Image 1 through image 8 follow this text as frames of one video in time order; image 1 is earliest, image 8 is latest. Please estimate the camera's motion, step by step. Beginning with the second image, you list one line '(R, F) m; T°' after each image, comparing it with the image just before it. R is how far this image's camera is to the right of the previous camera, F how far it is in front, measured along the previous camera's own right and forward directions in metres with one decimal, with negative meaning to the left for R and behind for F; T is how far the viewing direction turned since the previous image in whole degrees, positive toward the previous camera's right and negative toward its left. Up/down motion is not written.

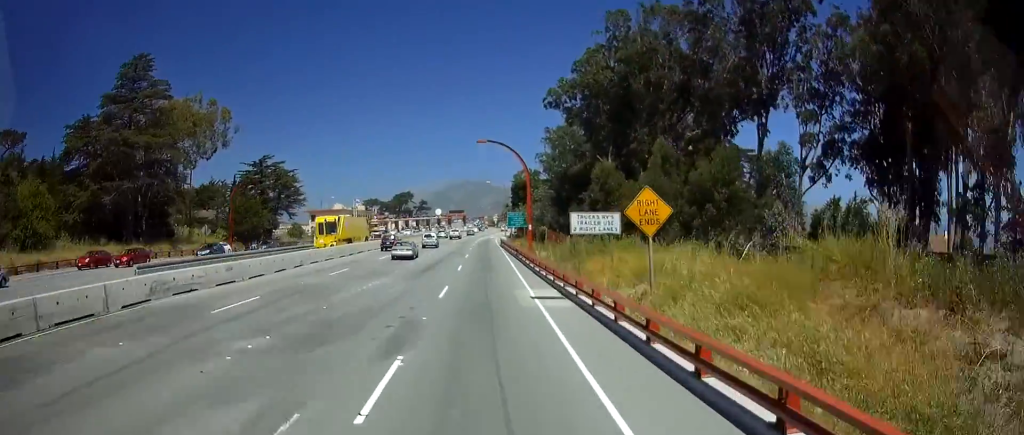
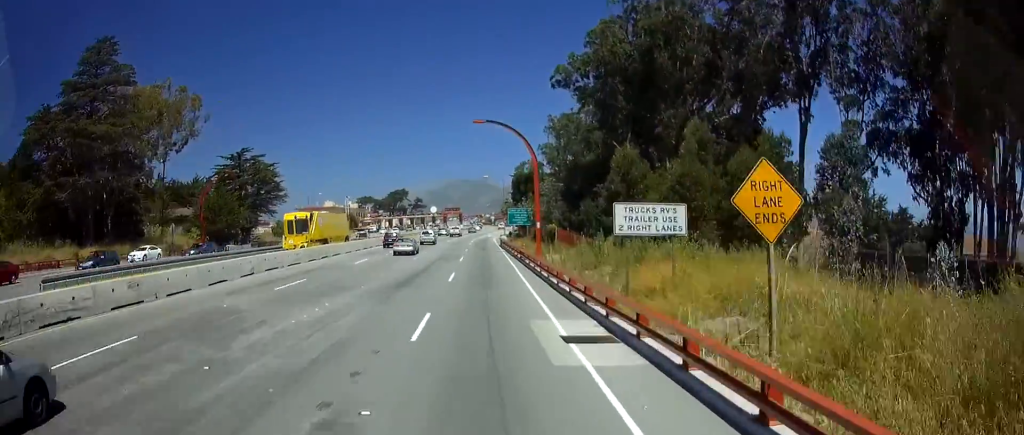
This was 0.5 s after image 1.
(0.0, +8.9) m; 0°
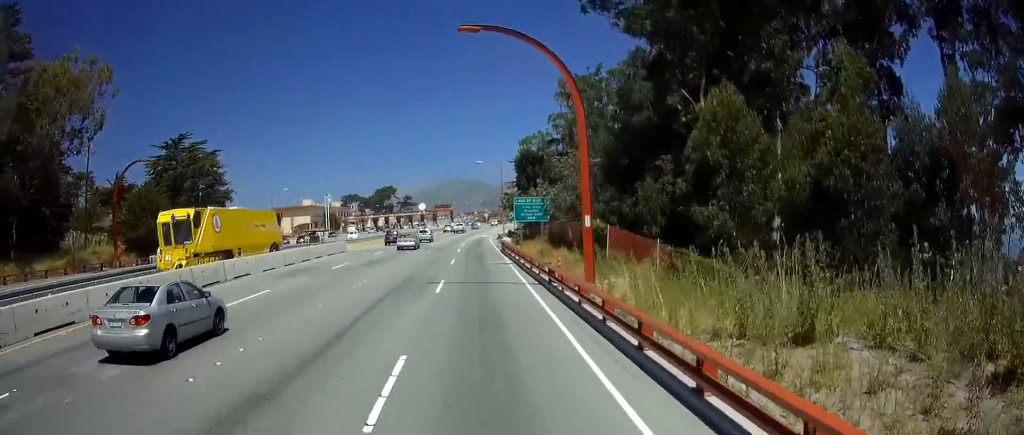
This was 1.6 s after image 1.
(+0.1, +20.3) m; 0°
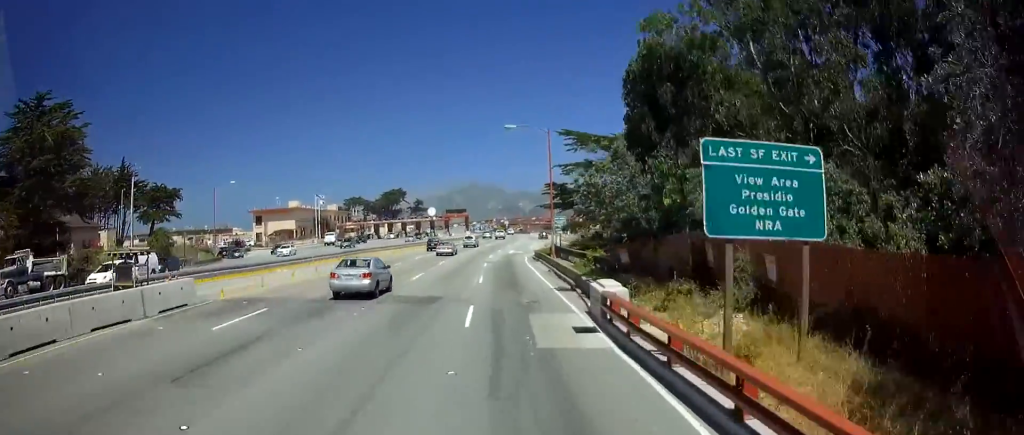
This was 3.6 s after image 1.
(-0.7, +35.3) m; -2°
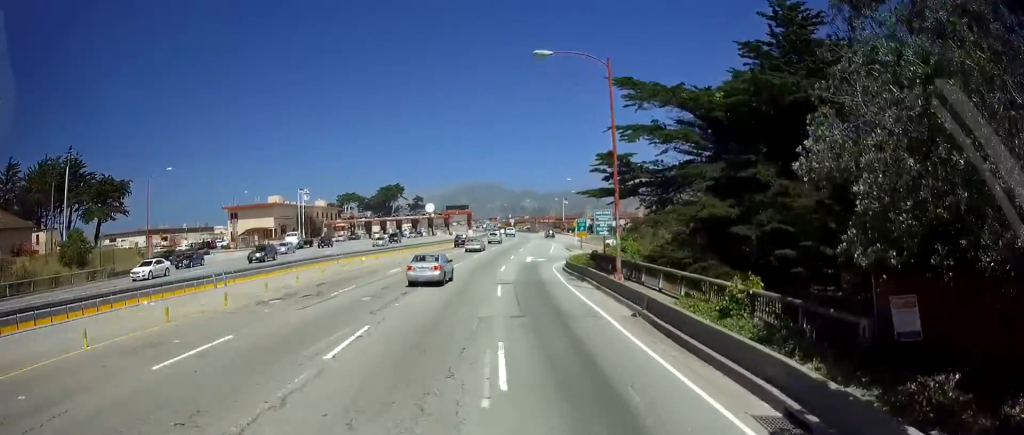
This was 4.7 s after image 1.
(+0.1, +19.8) m; 0°
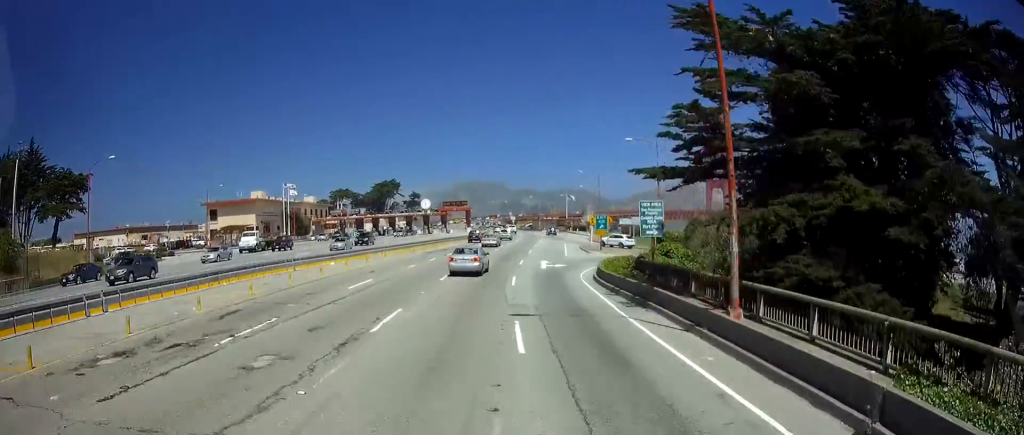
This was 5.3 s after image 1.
(0.0, +12.0) m; +1°
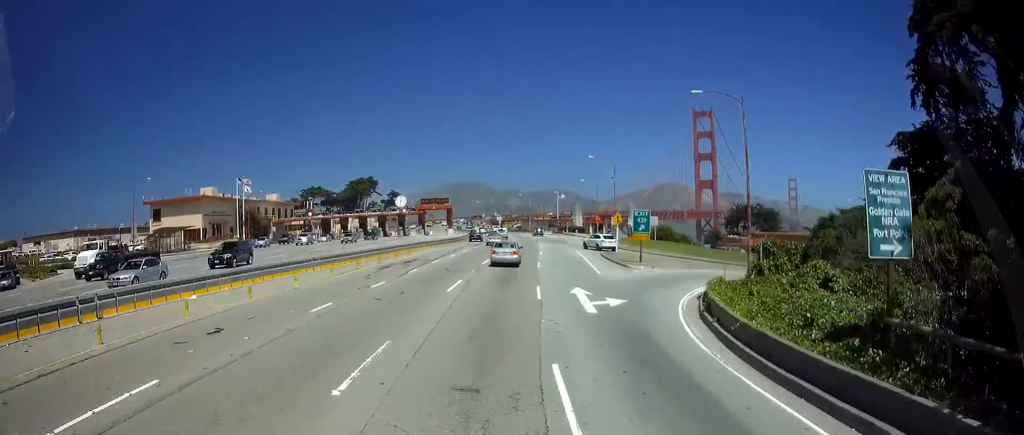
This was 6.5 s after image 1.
(+0.3, +20.0) m; +2°
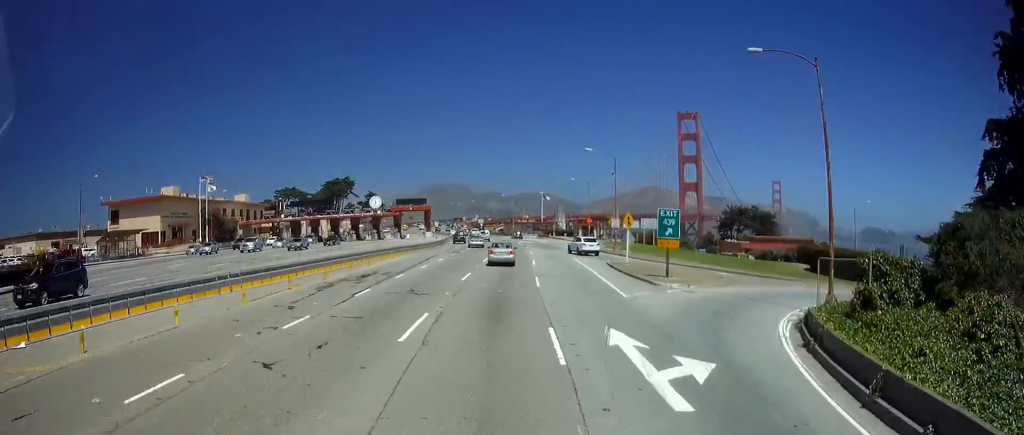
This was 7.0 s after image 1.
(+0.2, +9.7) m; +1°
